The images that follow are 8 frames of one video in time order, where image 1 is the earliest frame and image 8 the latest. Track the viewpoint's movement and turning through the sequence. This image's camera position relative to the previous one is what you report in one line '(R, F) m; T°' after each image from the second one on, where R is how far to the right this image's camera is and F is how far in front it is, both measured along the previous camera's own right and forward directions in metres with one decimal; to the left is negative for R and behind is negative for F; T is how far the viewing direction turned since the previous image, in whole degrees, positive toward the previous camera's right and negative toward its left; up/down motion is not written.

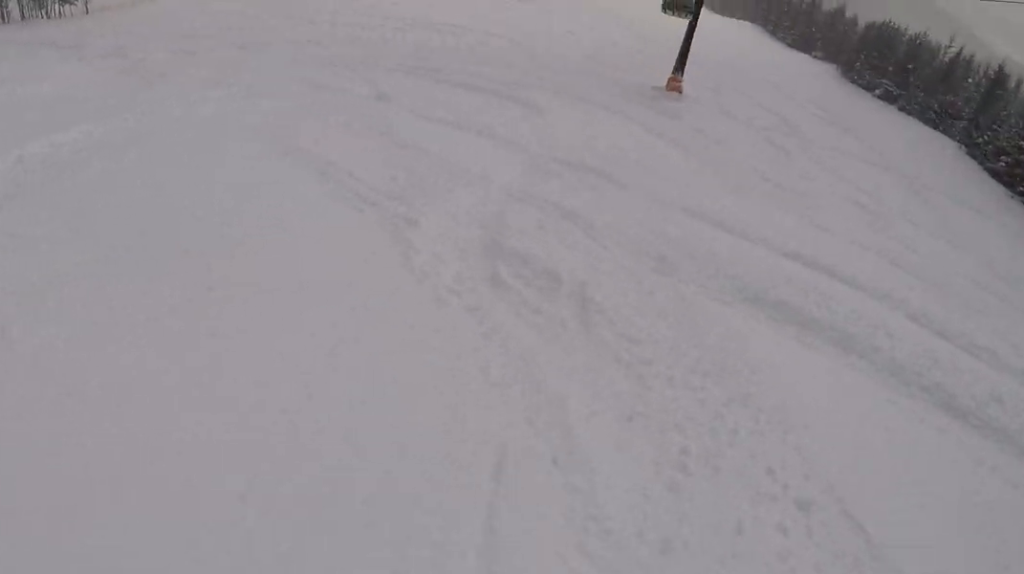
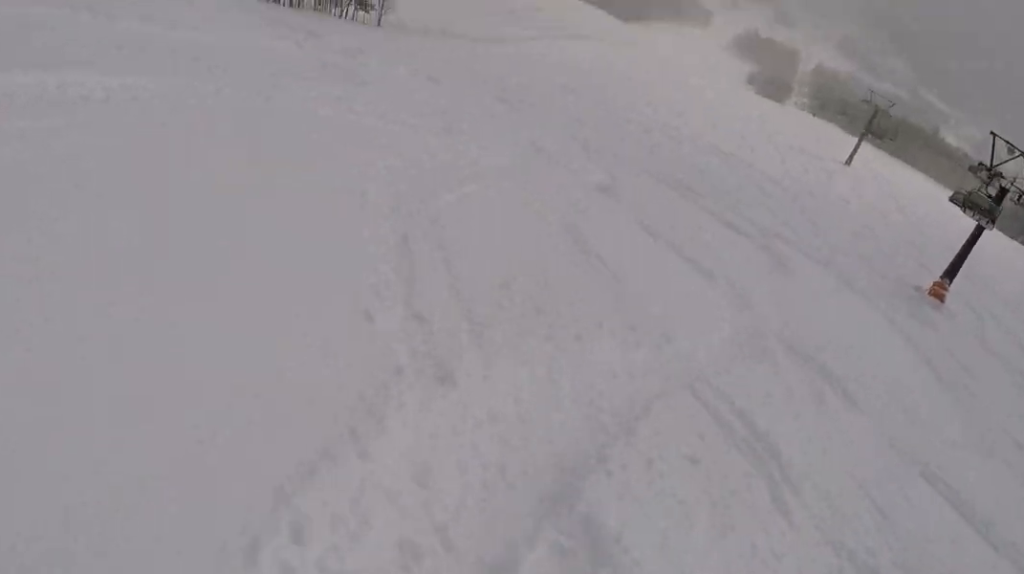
(-0.4, +3.2) m; -12°
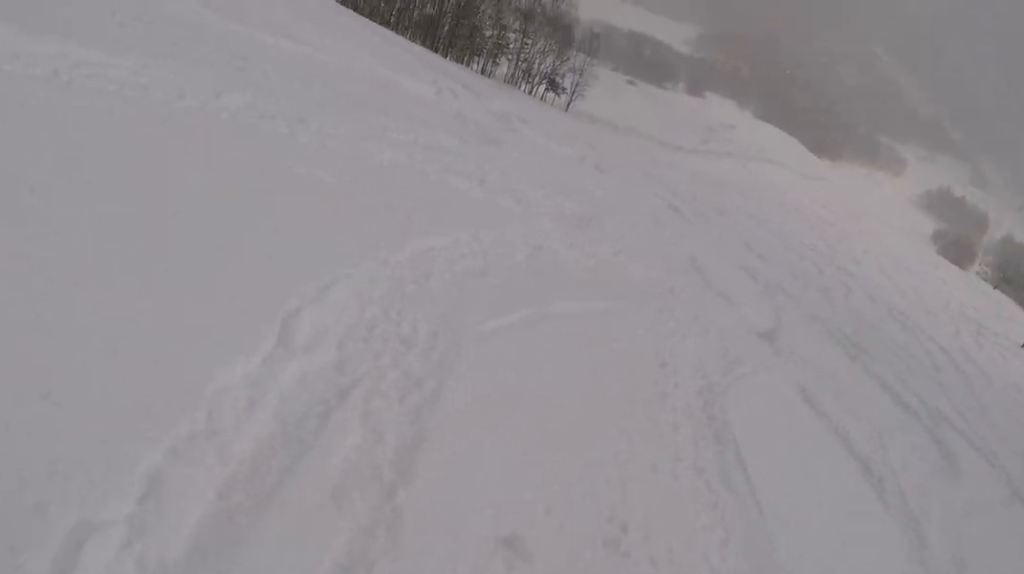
(+0.2, +2.6) m; -9°
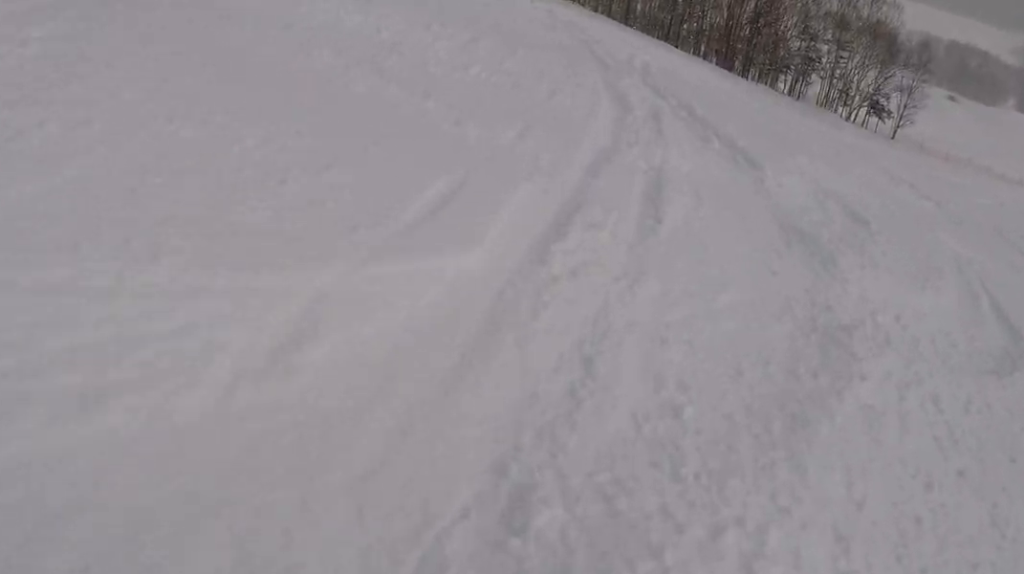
(-3.7, +9.1) m; -30°
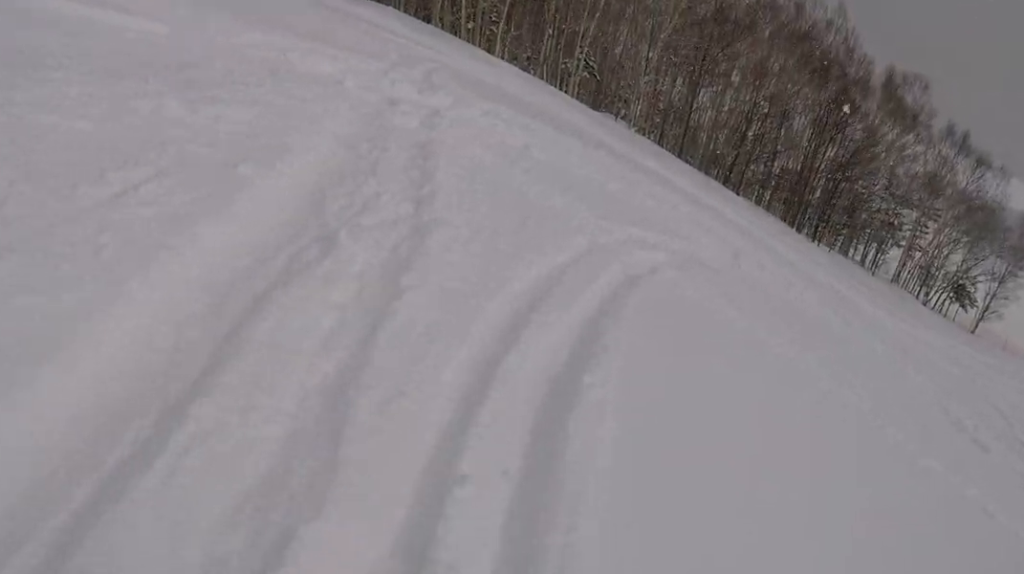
(+0.3, +8.0) m; +3°
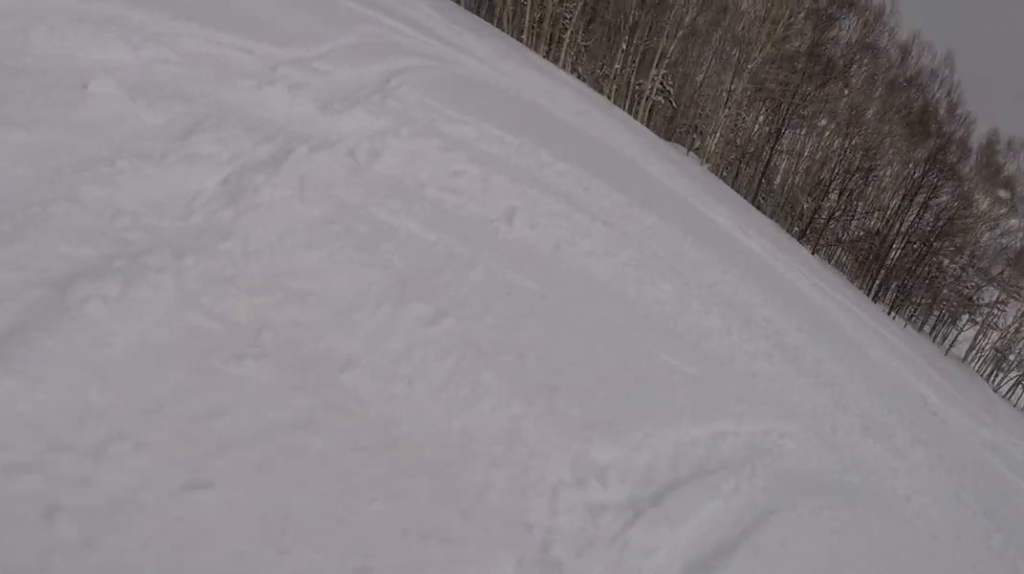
(-0.2, +2.6) m; -5°
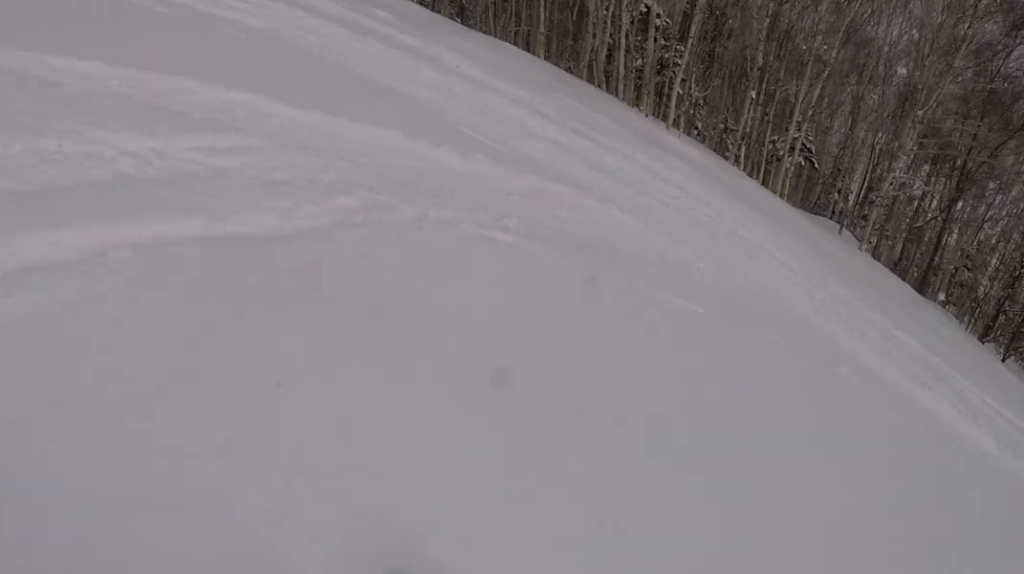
(-0.4, +5.0) m; -6°
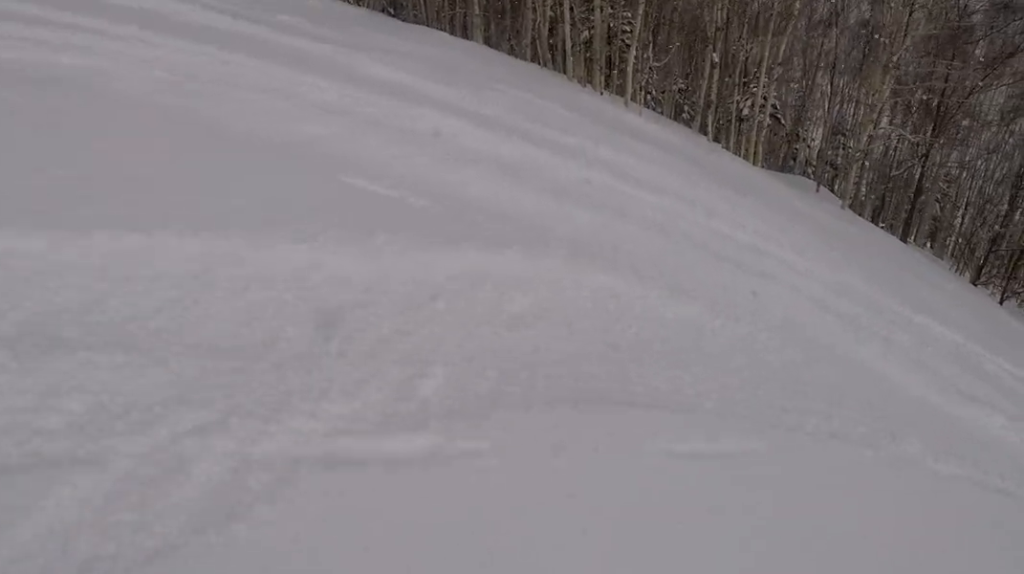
(0.0, +2.2) m; +10°
